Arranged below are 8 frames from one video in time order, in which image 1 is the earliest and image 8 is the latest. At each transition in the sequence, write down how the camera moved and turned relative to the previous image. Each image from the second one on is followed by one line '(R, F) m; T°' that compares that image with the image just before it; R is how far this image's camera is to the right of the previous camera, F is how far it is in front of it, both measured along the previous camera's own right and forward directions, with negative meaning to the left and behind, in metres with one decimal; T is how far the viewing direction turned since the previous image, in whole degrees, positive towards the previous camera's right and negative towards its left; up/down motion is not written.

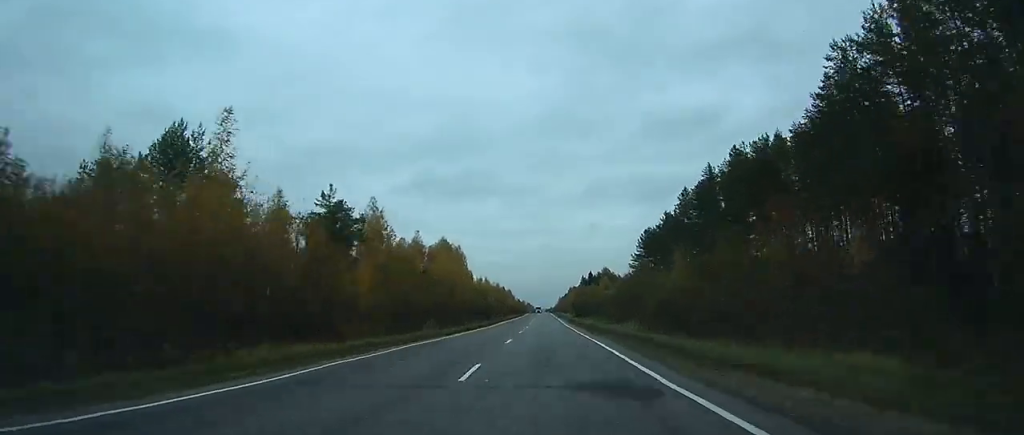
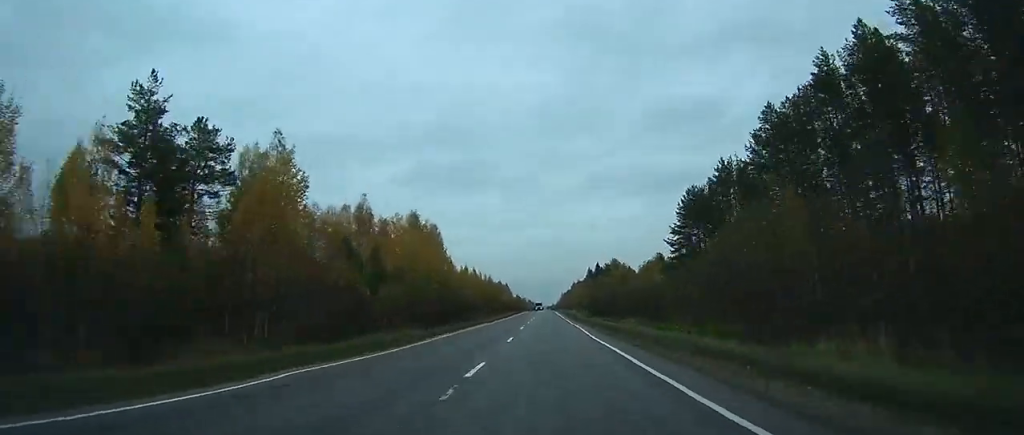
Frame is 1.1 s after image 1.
(+0.1, +35.9) m; 0°
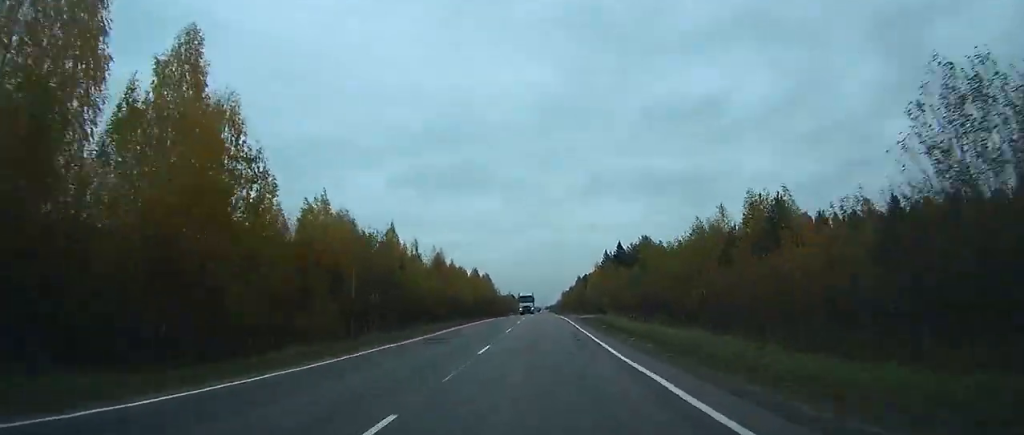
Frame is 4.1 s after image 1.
(0.0, +88.9) m; 0°
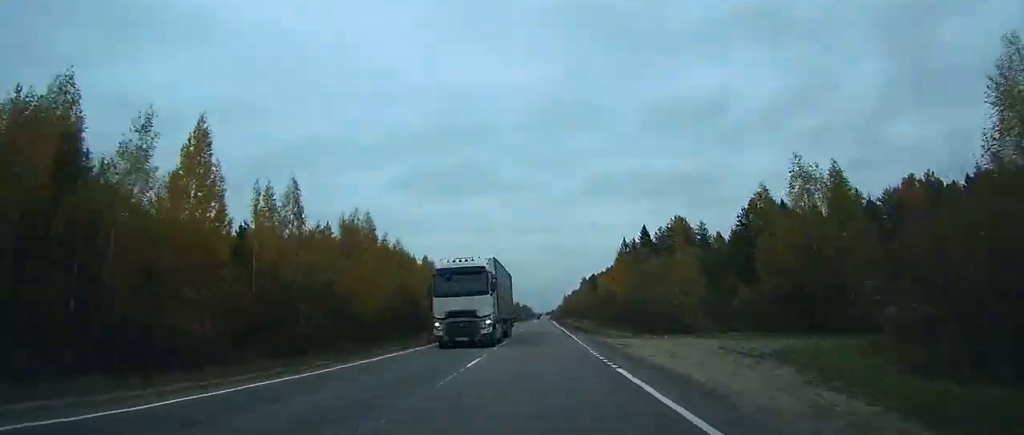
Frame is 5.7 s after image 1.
(-0.1, +47.5) m; 0°
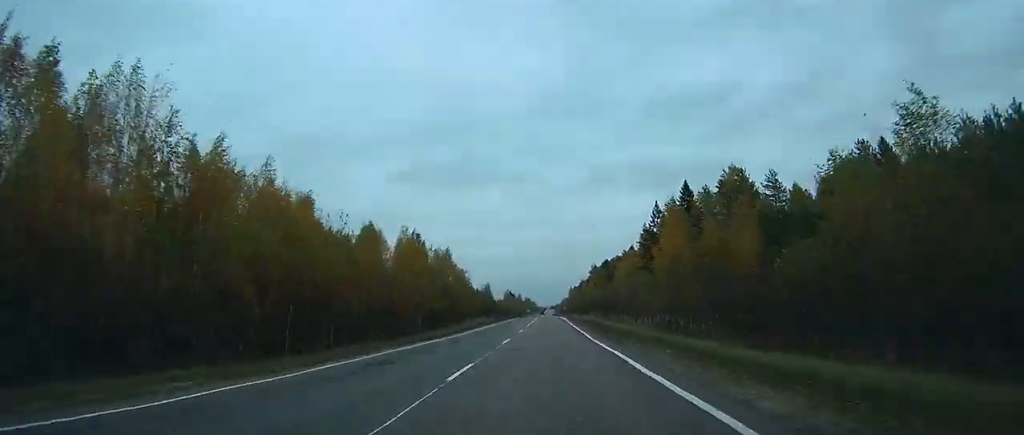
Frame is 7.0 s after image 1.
(-0.1, +42.5) m; 0°
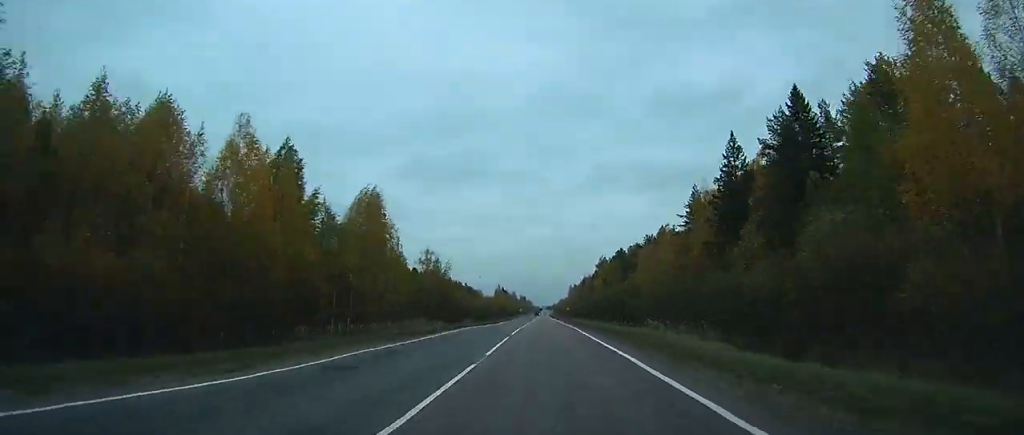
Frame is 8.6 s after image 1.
(0.0, +50.4) m; 0°
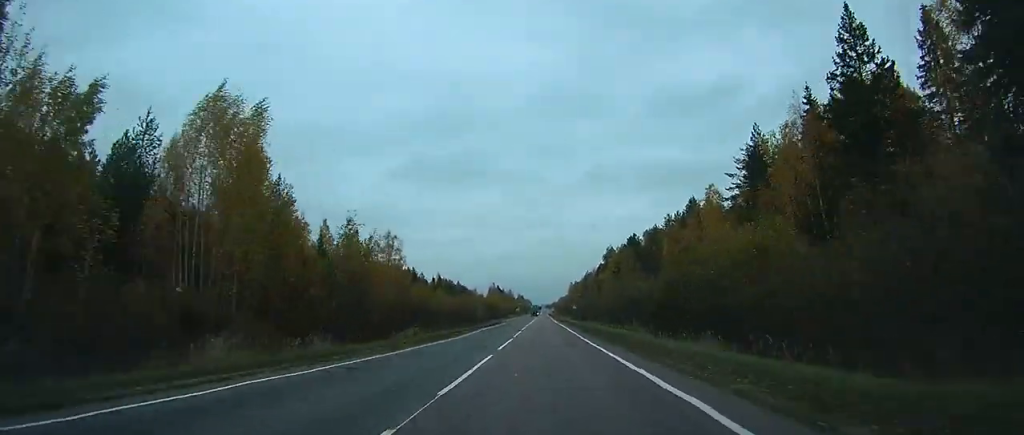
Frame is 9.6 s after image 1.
(+0.1, +31.4) m; 0°
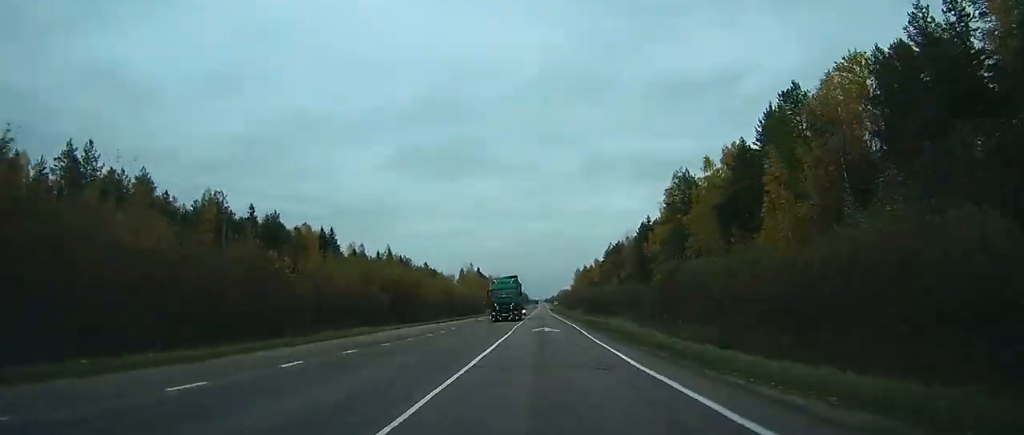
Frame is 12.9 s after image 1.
(0.0, +96.9) m; 0°
